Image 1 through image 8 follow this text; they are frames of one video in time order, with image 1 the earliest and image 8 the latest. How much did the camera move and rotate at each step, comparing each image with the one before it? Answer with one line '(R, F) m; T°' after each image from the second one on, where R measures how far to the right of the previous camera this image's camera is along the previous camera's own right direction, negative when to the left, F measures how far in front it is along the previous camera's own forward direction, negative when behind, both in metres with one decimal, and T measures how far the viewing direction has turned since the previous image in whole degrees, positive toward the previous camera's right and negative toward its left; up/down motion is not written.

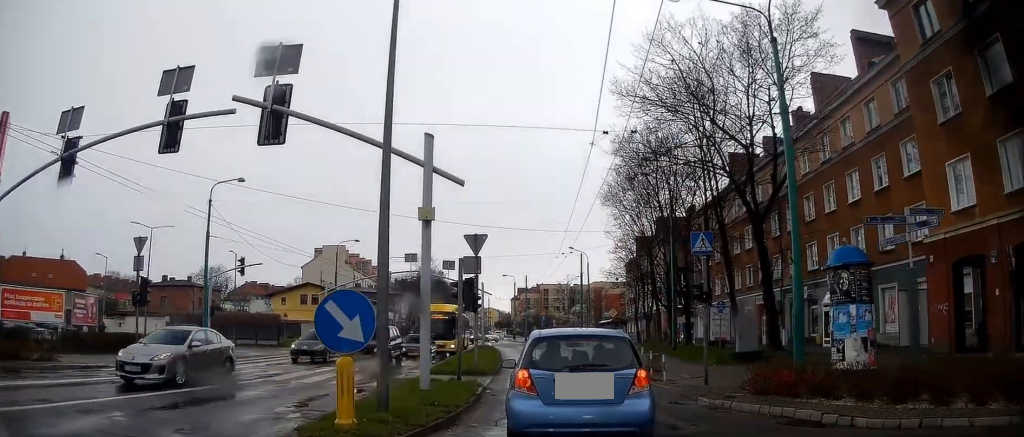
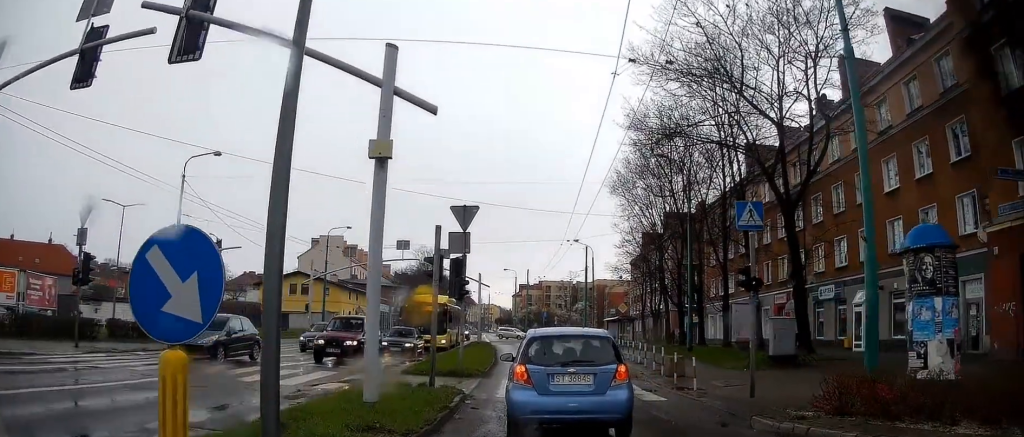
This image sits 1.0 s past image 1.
(+0.3, +4.0) m; +3°
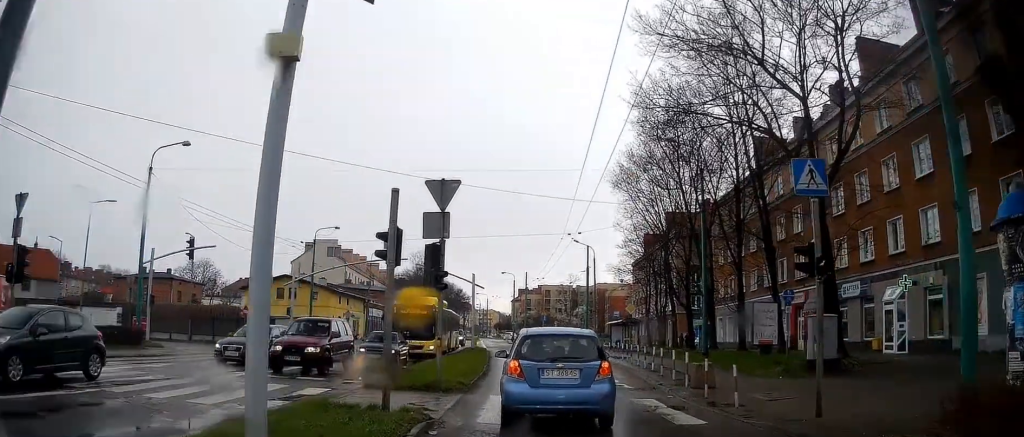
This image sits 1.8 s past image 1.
(0.0, +3.3) m; -2°
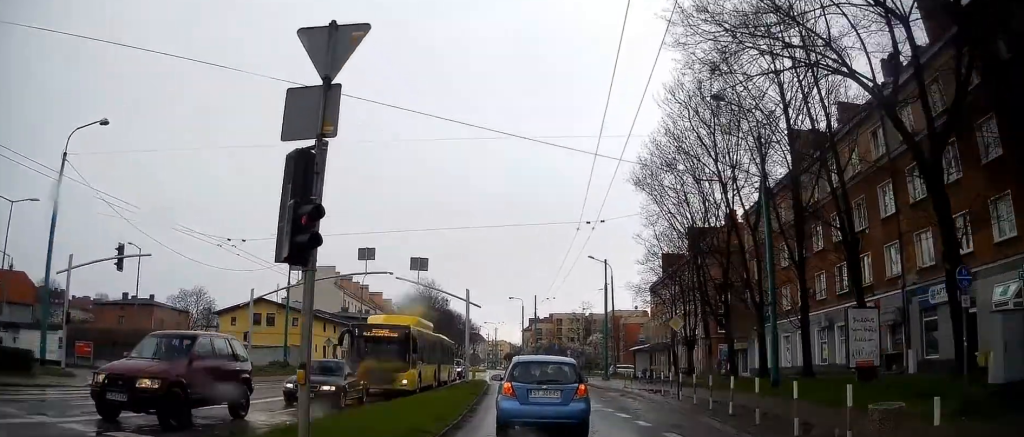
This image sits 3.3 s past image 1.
(0.0, +7.8) m; -1°
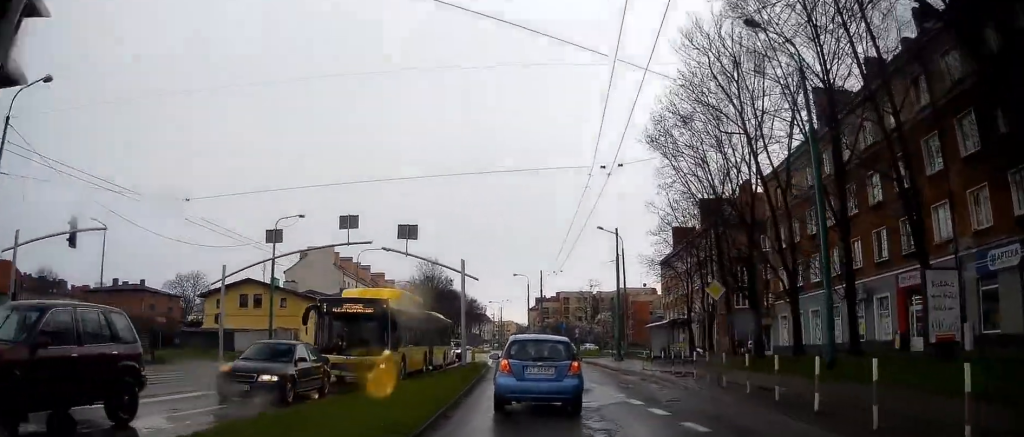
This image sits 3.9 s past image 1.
(0.0, +3.9) m; -1°
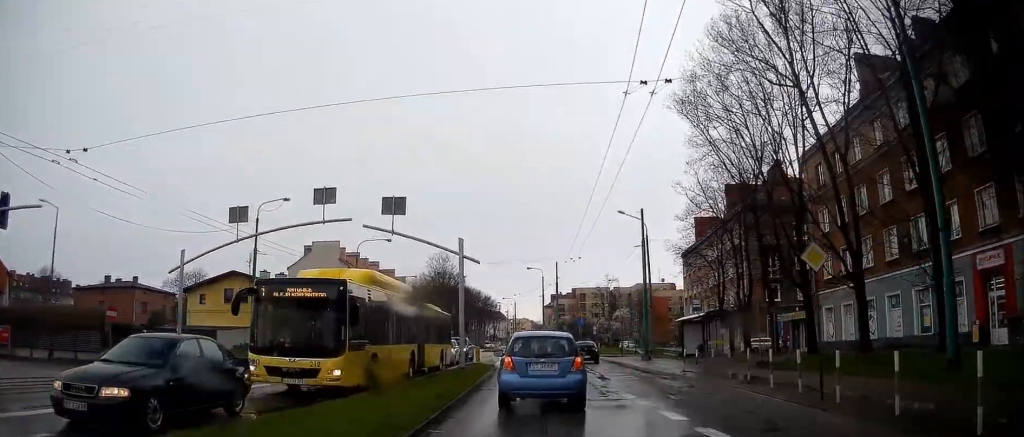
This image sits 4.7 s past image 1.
(-0.2, +5.2) m; -2°
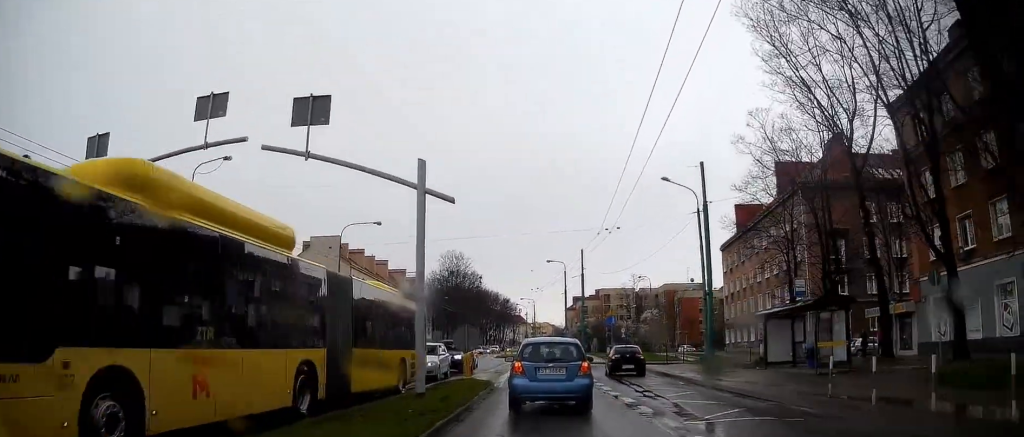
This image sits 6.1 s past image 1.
(-0.2, +11.3) m; -2°
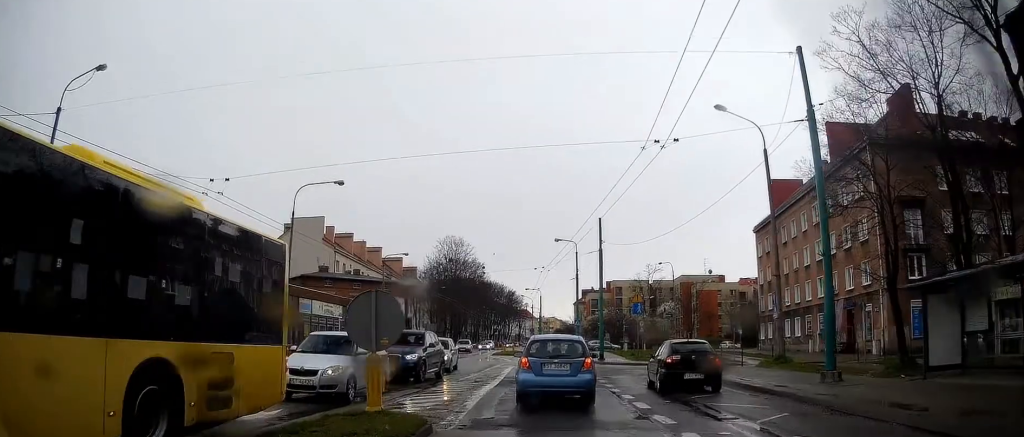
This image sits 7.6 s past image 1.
(-0.1, +12.0) m; -1°
